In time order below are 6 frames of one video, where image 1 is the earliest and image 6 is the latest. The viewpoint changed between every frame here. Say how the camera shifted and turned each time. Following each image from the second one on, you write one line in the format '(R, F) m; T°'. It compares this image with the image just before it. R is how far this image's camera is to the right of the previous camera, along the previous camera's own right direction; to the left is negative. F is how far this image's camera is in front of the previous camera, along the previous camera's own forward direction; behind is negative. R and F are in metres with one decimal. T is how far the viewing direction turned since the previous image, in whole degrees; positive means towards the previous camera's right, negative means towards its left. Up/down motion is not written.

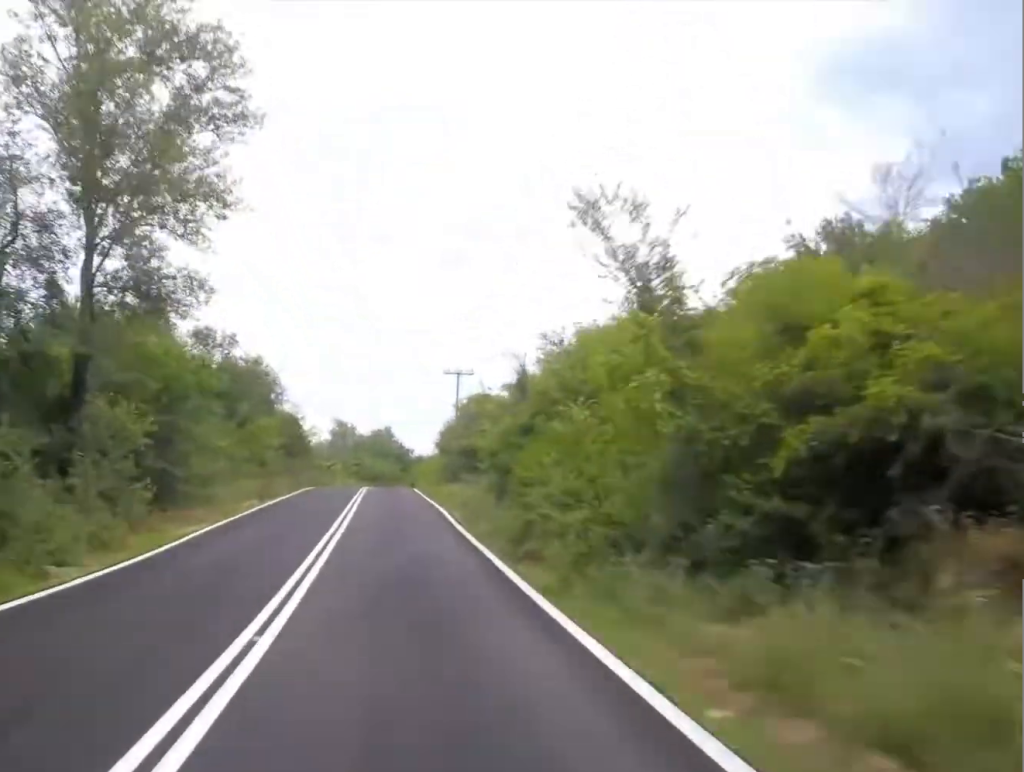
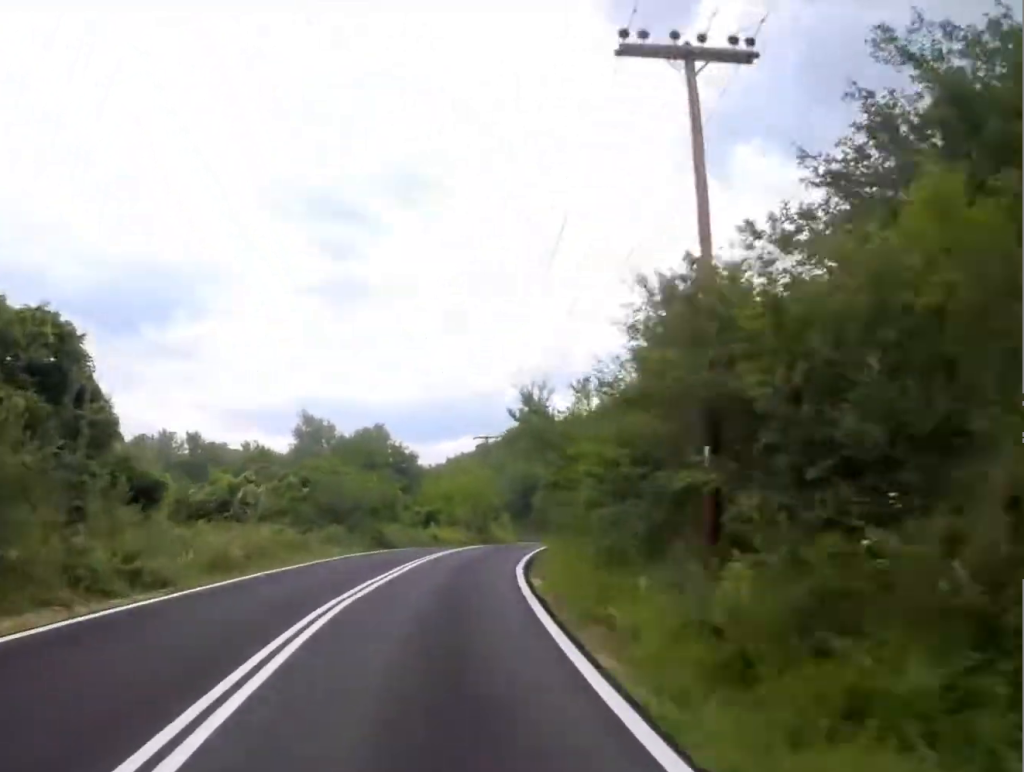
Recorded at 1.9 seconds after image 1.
(0.0, +57.5) m; 0°
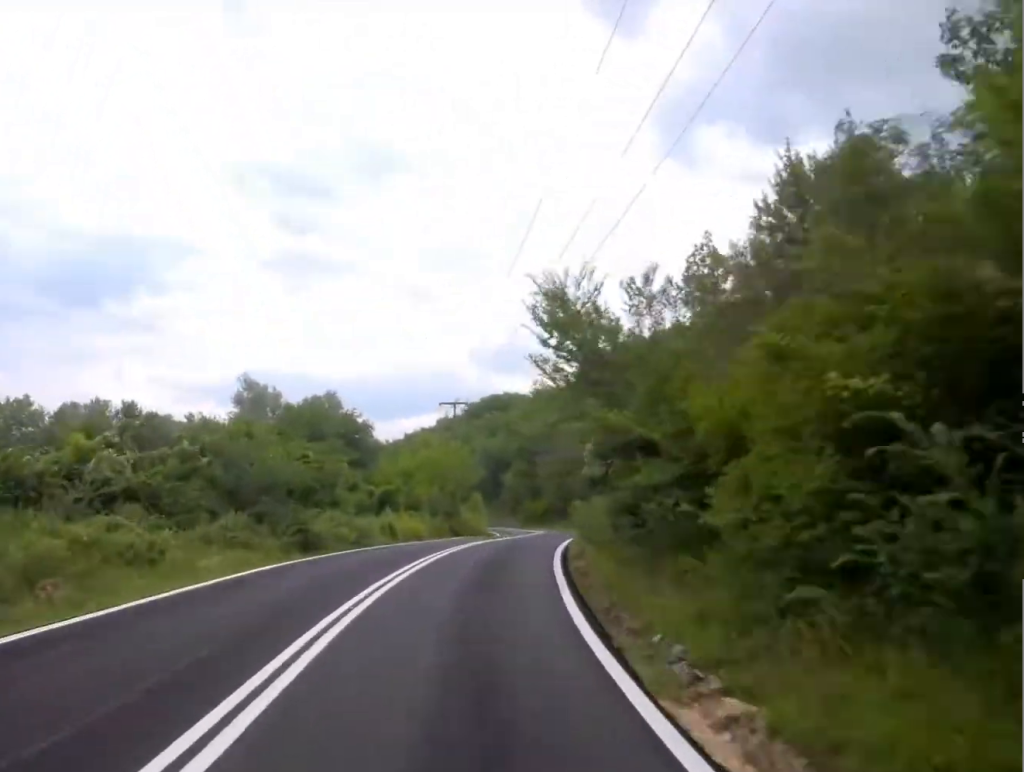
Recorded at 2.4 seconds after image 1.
(-0.3, +14.8) m; +1°
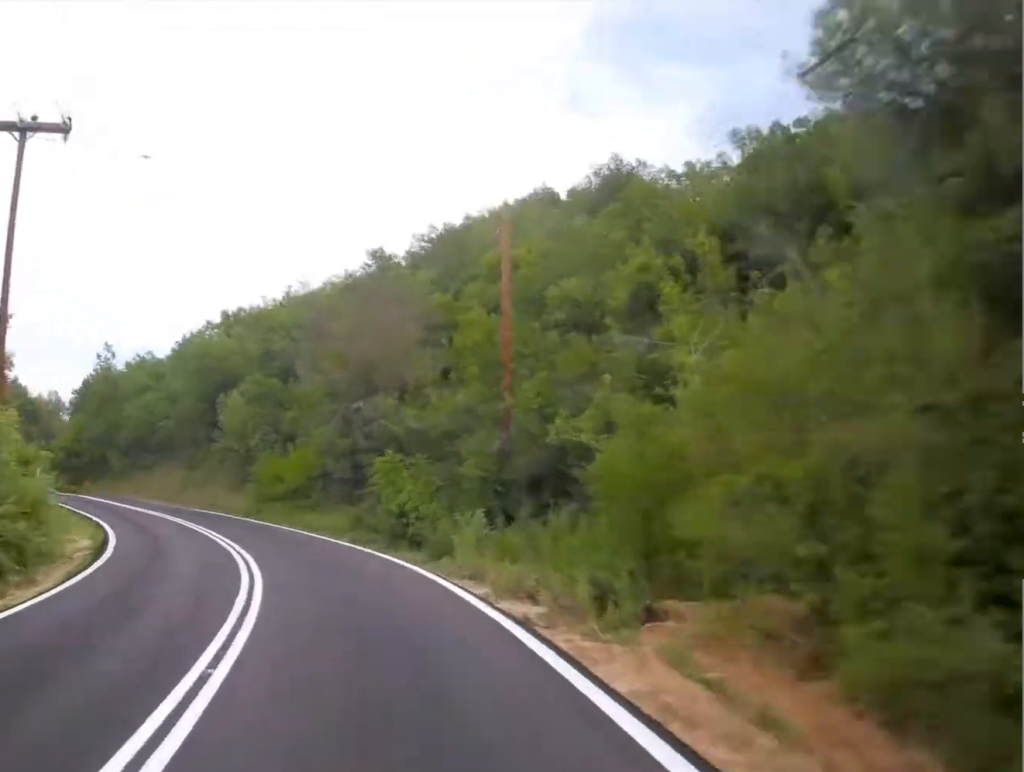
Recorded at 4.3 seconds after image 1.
(+5.1, +54.1) m; +9°
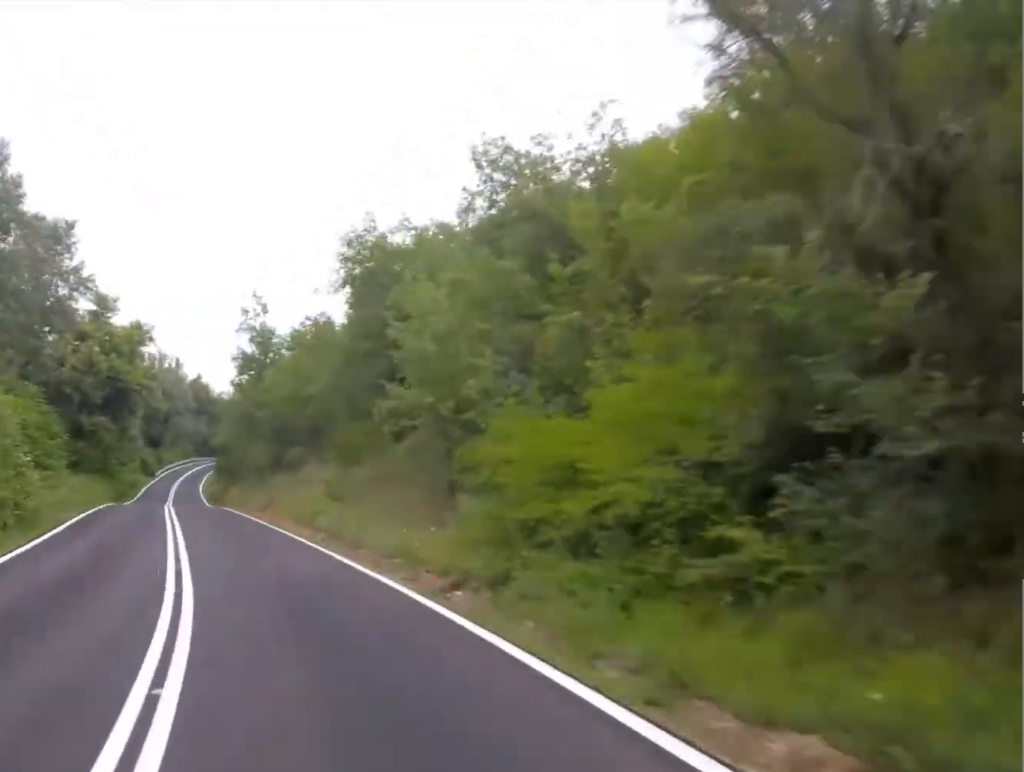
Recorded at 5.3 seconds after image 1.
(-0.1, +26.2) m; -6°
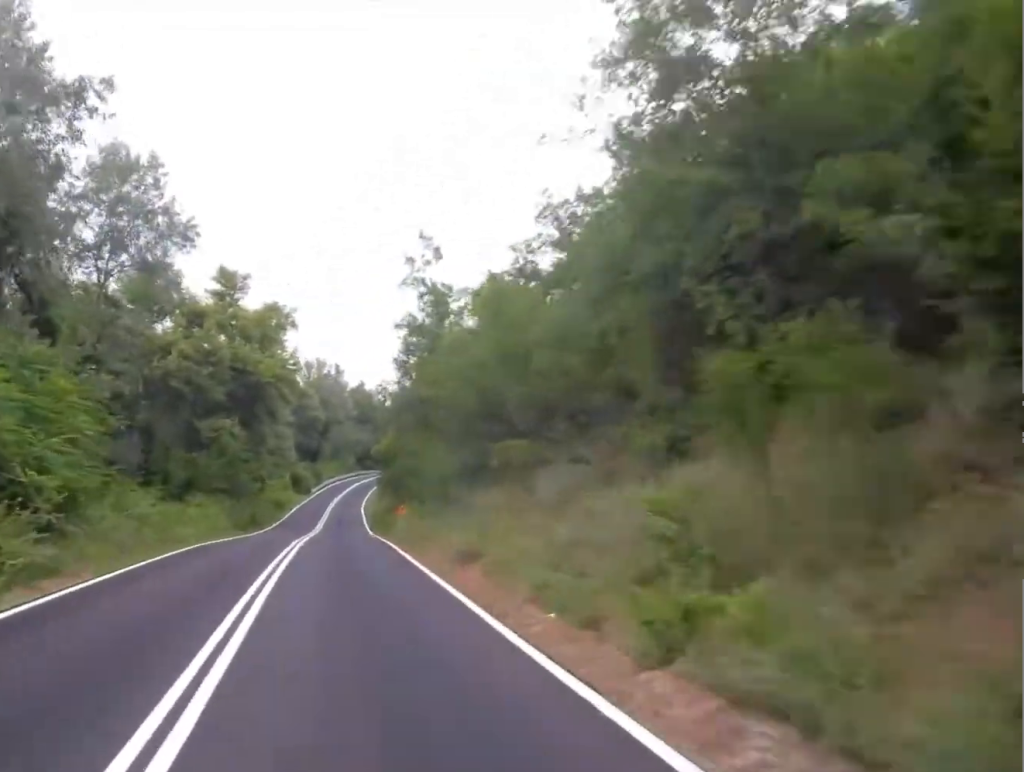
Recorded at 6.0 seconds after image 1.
(-1.3, +18.1) m; -6°
